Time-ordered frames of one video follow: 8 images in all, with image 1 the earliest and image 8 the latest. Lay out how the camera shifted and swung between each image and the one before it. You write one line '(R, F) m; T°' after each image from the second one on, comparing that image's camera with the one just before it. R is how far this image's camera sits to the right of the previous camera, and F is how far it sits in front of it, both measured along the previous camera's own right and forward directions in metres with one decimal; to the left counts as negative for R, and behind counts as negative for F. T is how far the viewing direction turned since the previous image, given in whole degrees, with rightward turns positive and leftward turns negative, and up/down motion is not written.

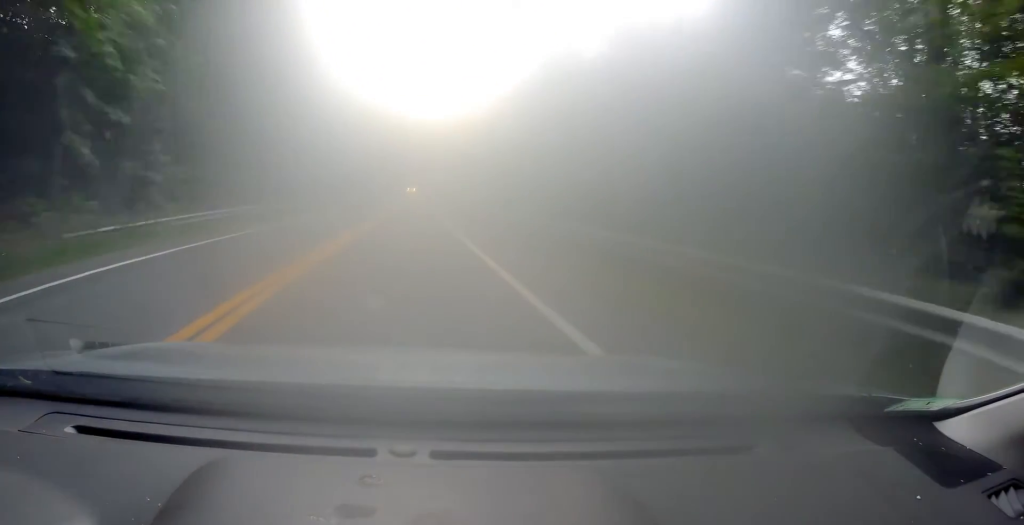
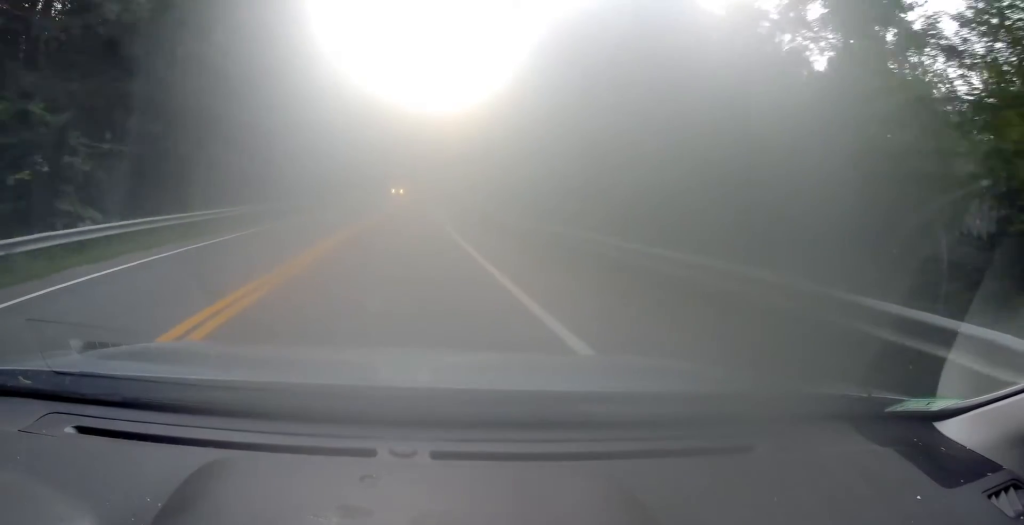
(0.0, +18.8) m; 0°
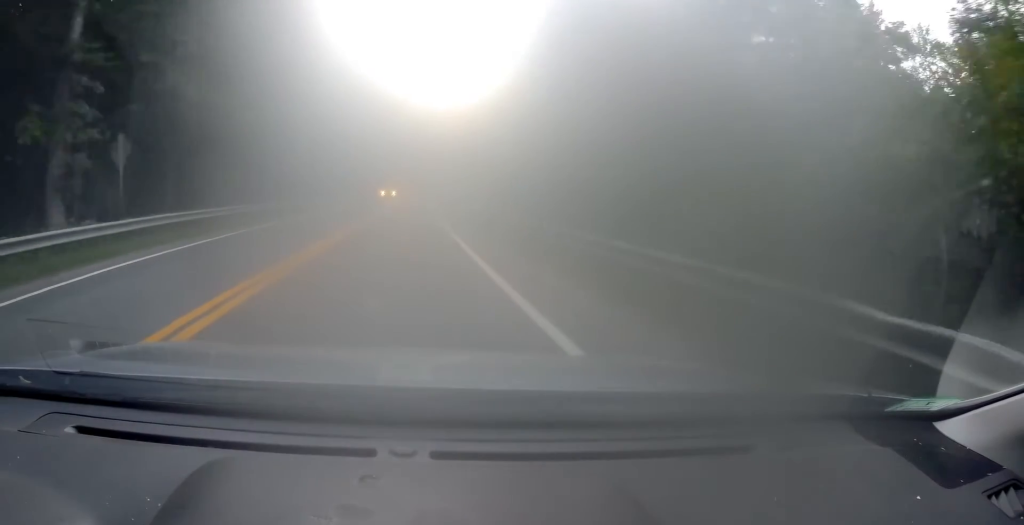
(0.0, +11.0) m; 0°
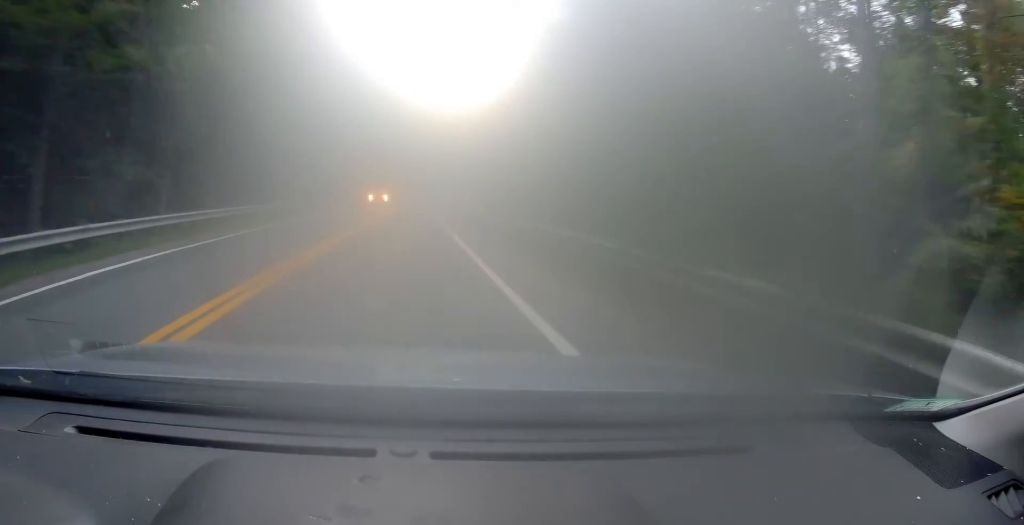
(0.0, +11.0) m; 0°
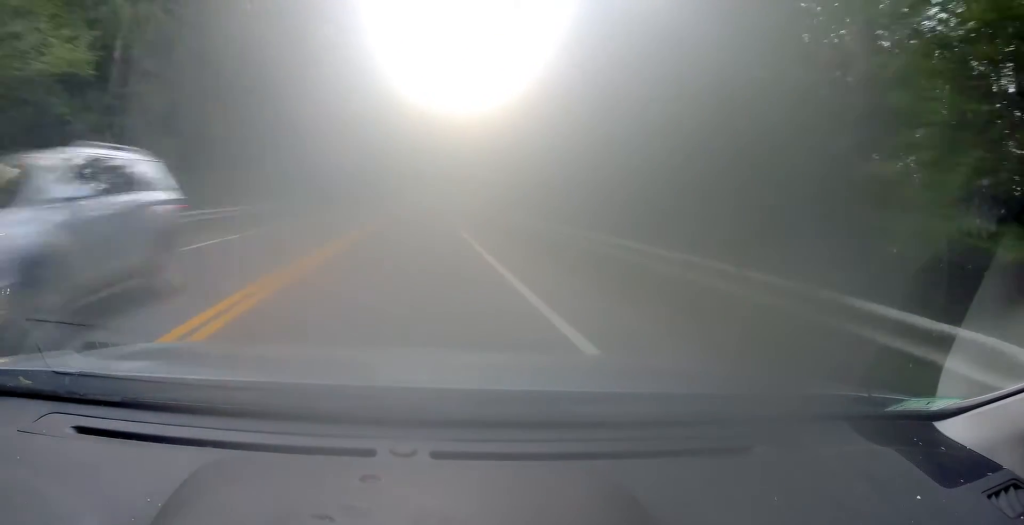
(-0.2, +26.6) m; 0°
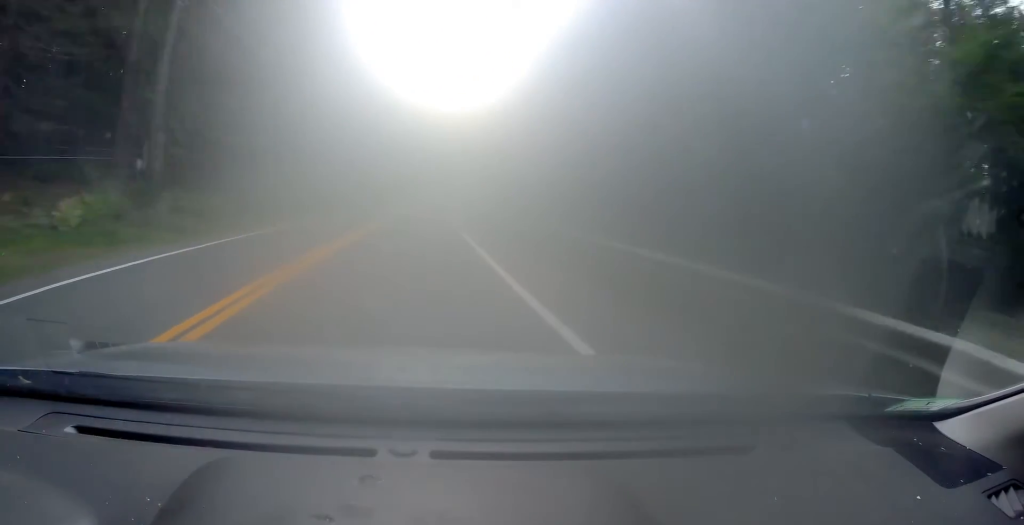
(+2.0, +53.7) m; +4°
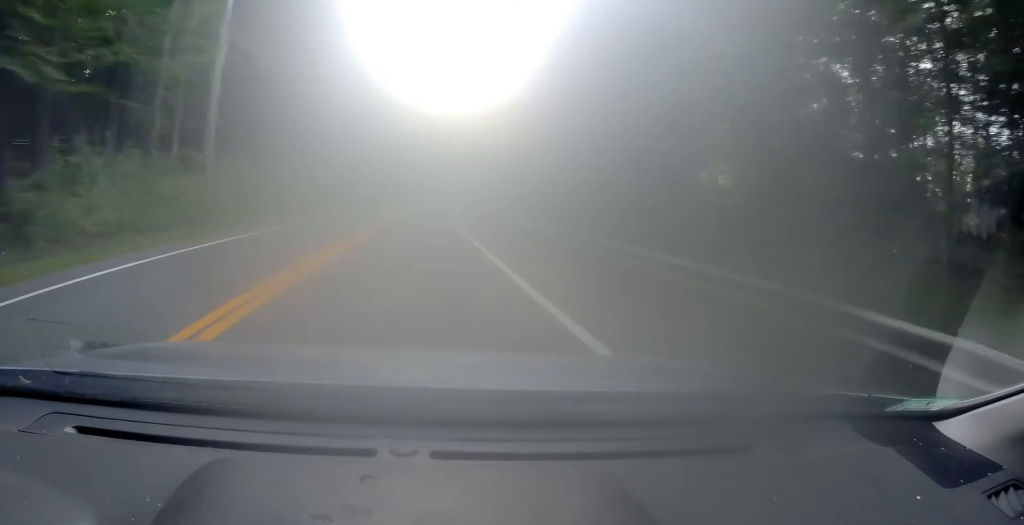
(+0.1, +18.4) m; +1°
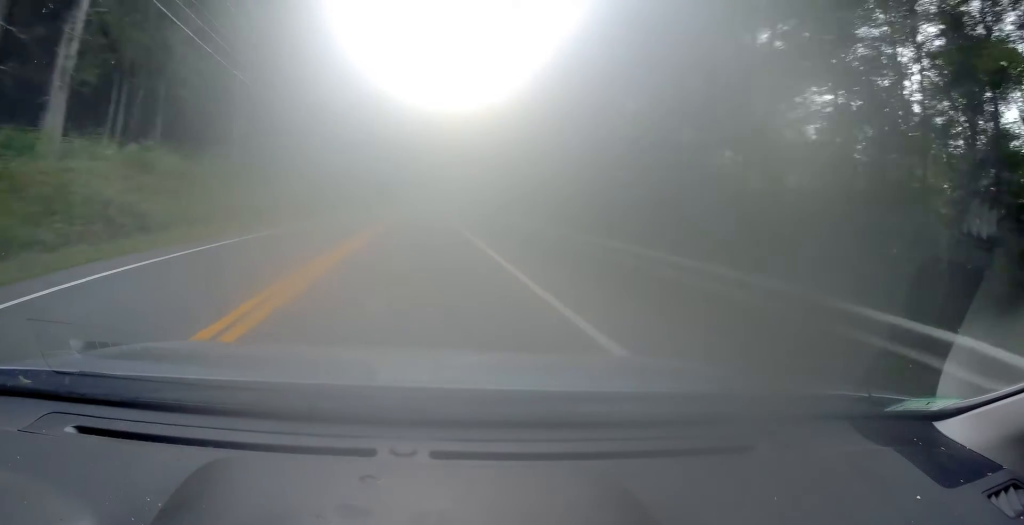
(+0.1, +15.2) m; +1°
